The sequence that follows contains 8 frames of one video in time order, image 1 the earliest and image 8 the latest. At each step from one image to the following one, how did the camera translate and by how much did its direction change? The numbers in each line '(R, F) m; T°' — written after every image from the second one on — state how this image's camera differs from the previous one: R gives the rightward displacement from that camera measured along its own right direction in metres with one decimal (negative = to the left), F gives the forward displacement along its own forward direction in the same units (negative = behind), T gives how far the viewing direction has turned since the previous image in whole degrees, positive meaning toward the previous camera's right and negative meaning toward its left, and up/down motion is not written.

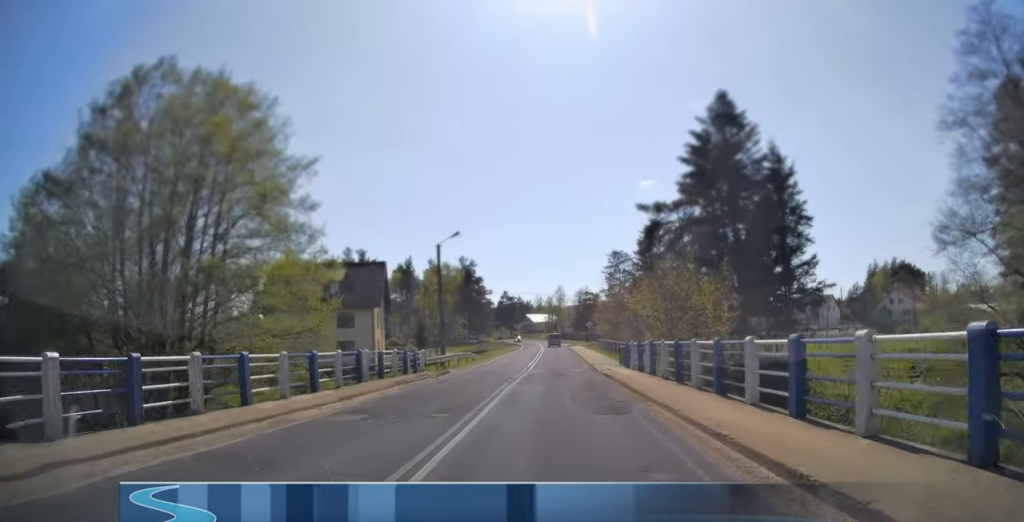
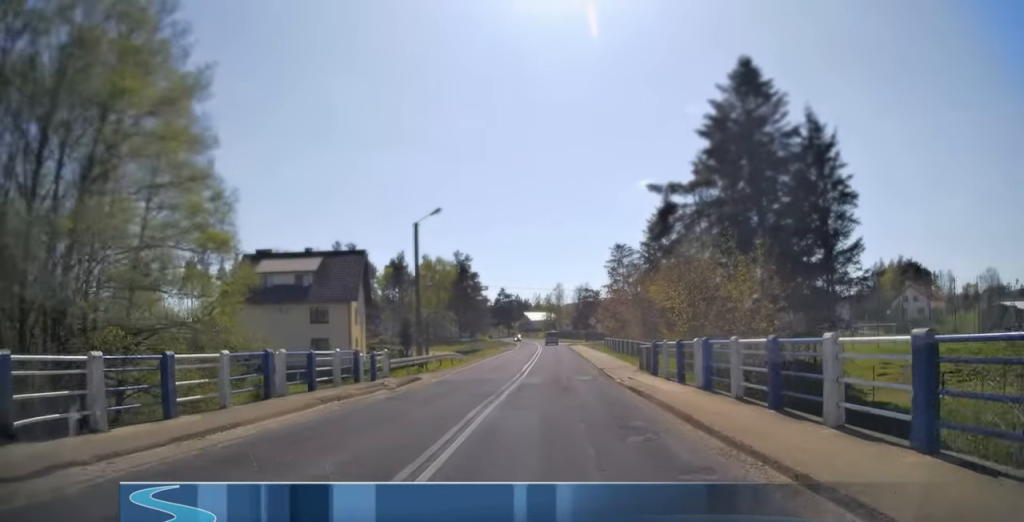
(0.0, +6.9) m; 0°
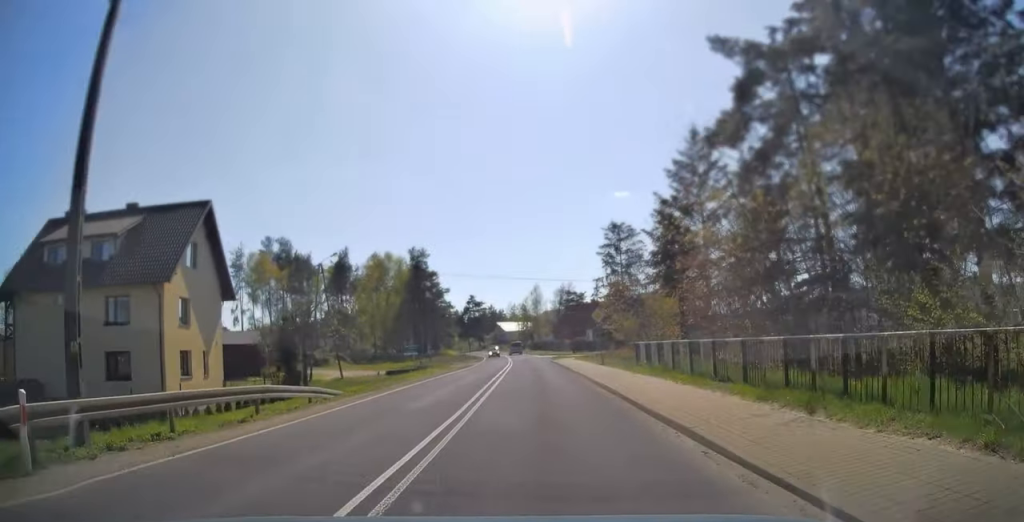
(+0.3, +25.6) m; +1°
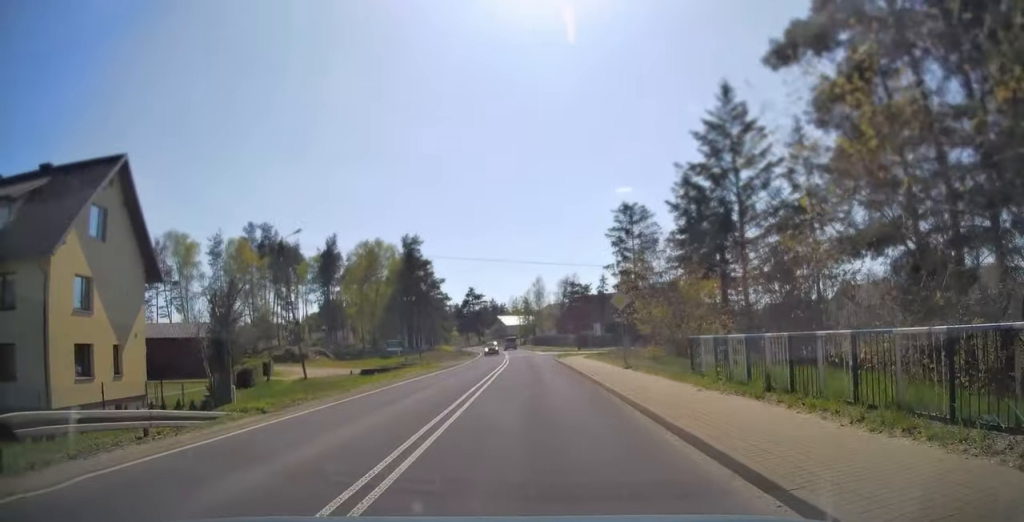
(+0.1, +8.6) m; 0°
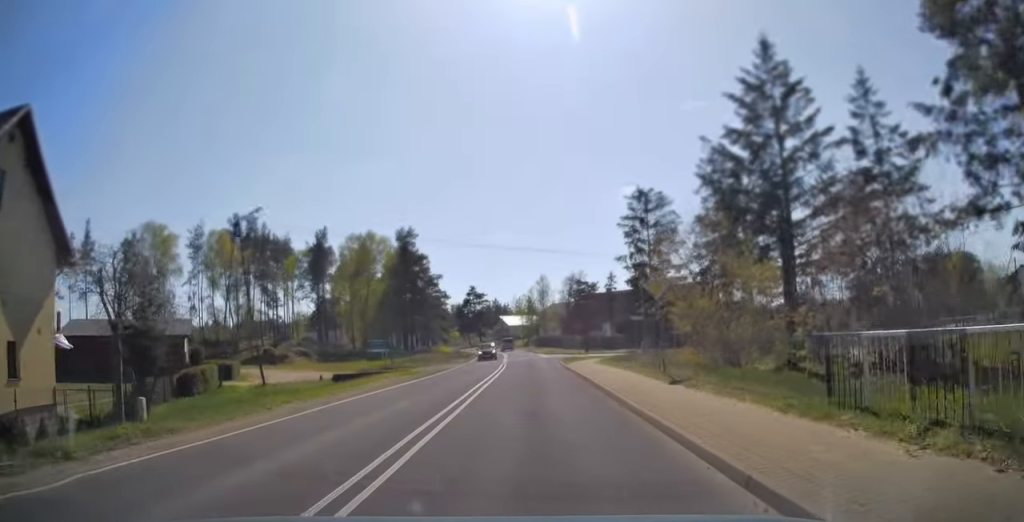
(-0.1, +7.4) m; 0°
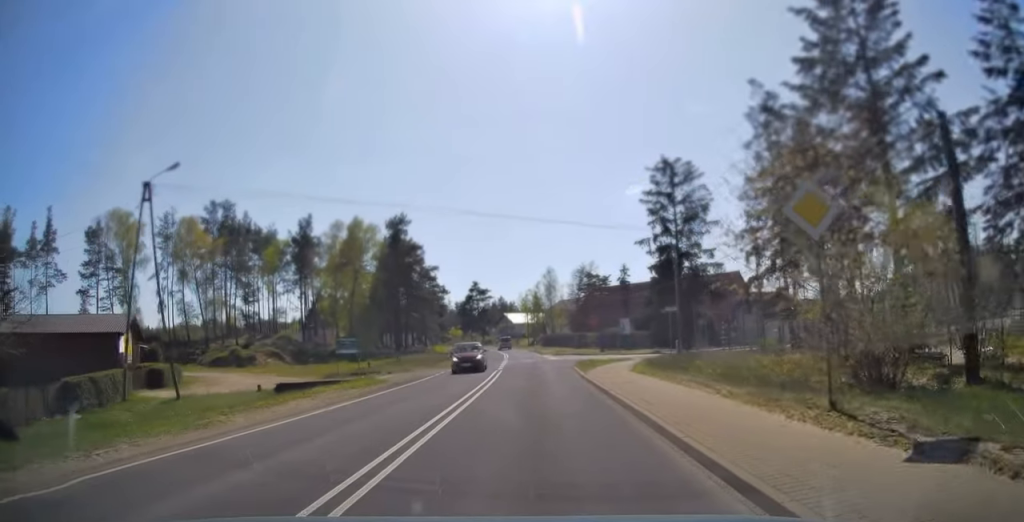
(-0.1, +10.0) m; -1°
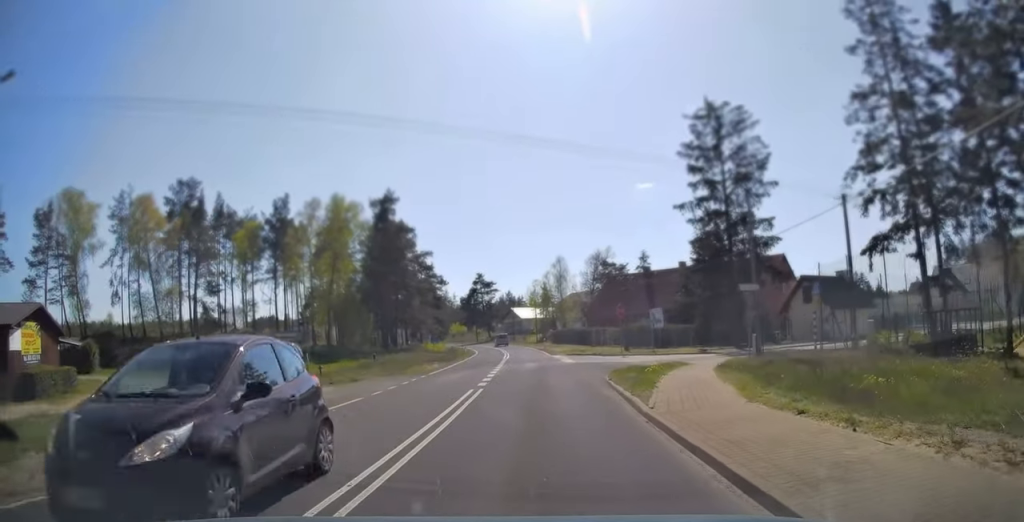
(+0.1, +12.2) m; -1°
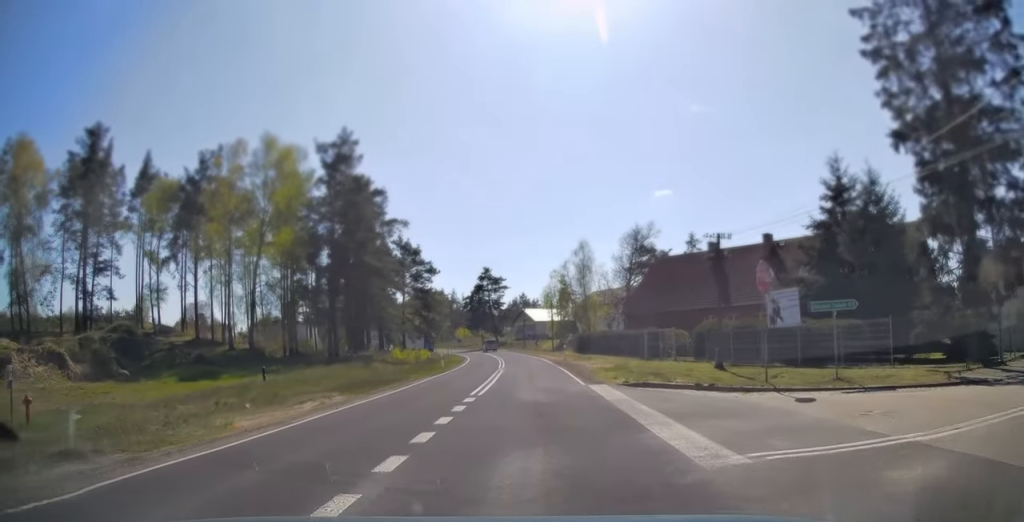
(-0.5, +23.2) m; -1°
